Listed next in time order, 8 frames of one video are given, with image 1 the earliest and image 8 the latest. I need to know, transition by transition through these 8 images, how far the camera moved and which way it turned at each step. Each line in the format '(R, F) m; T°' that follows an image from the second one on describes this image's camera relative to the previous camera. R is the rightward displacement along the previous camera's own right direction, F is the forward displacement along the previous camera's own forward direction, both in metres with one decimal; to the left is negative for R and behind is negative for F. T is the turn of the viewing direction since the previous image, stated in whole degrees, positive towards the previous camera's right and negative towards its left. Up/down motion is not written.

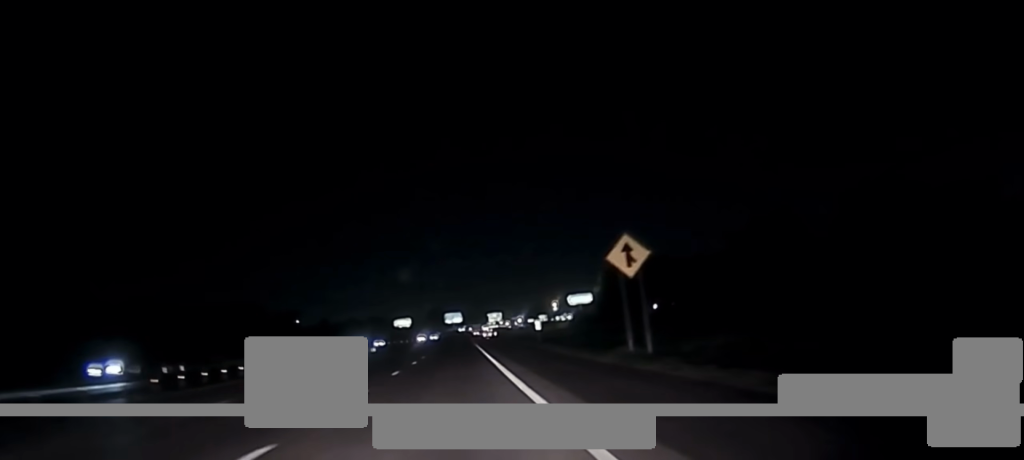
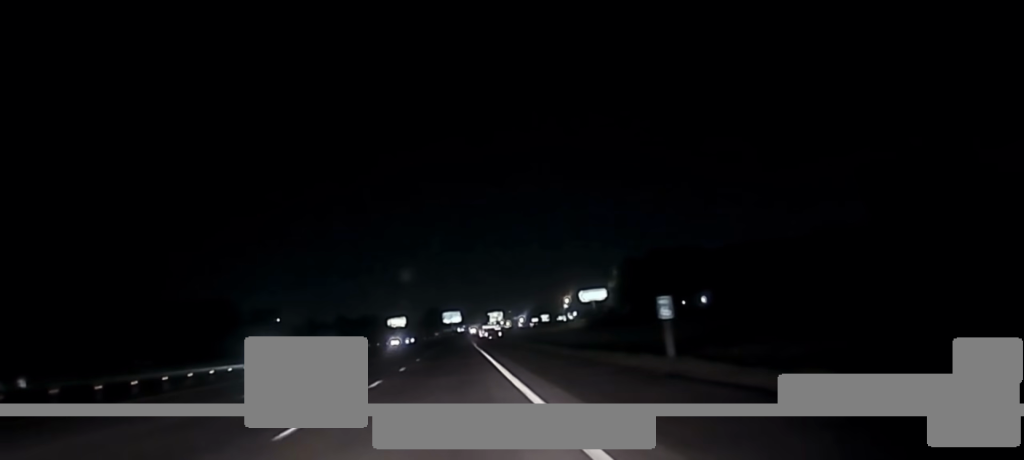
(0.0, +39.1) m; -1°
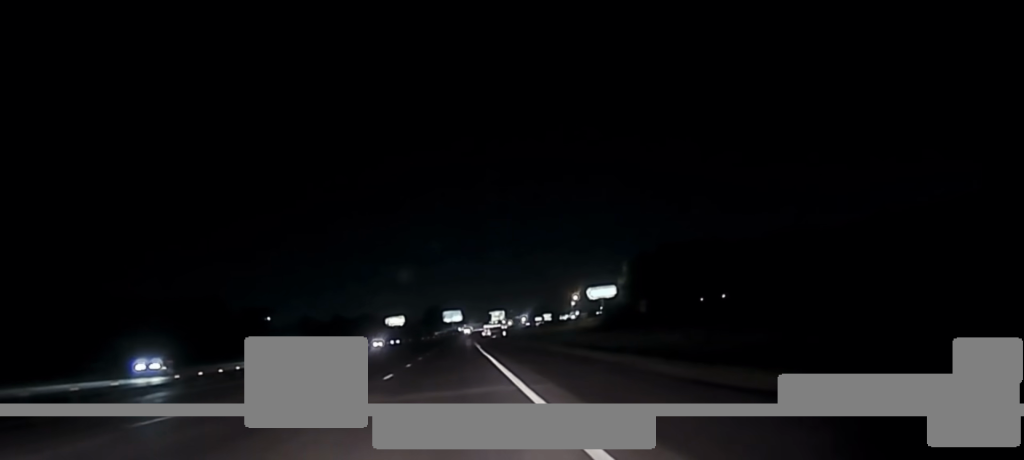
(-0.3, +19.5) m; 0°
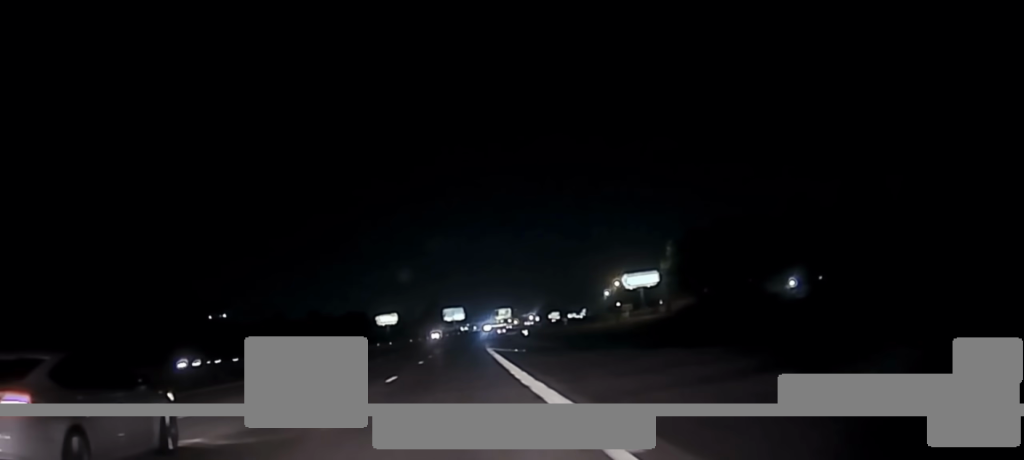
(+0.9, +73.3) m; +1°
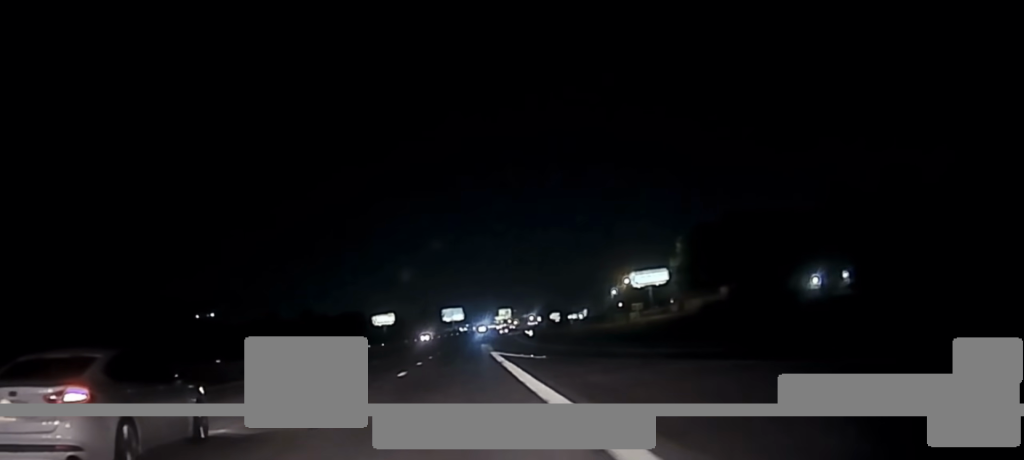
(+0.1, +14.4) m; 0°
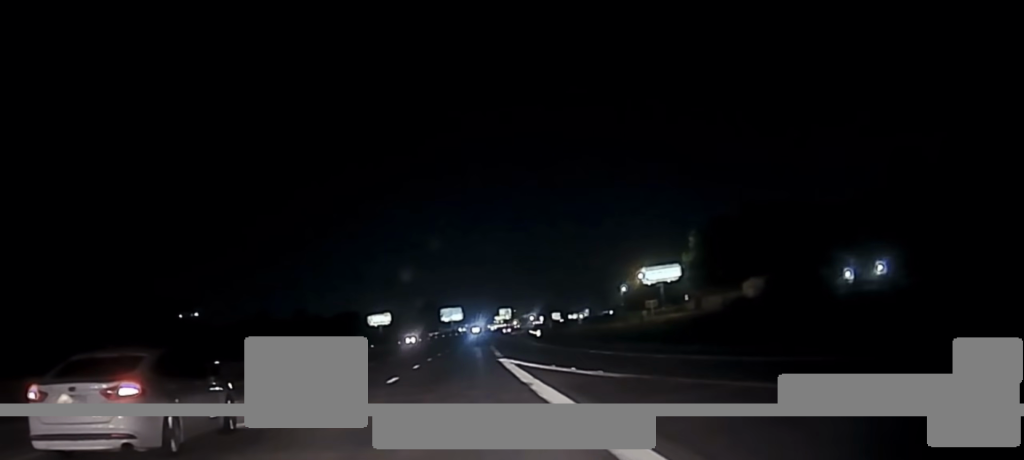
(-0.2, +18.2) m; 0°
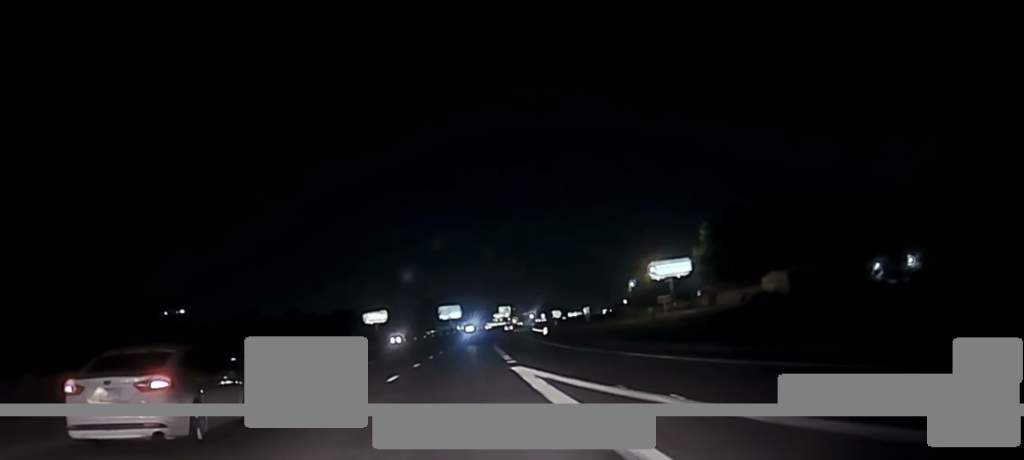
(-0.1, +13.6) m; 0°
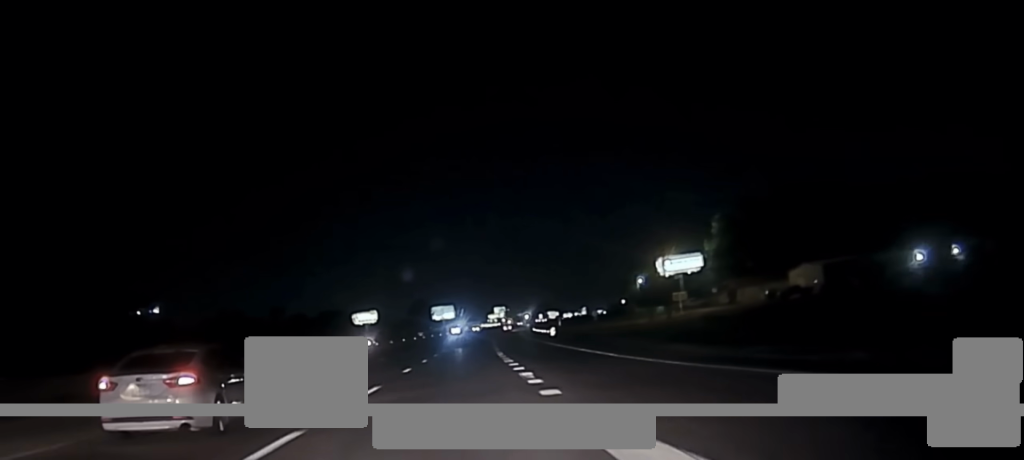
(+0.1, +16.5) m; +1°
